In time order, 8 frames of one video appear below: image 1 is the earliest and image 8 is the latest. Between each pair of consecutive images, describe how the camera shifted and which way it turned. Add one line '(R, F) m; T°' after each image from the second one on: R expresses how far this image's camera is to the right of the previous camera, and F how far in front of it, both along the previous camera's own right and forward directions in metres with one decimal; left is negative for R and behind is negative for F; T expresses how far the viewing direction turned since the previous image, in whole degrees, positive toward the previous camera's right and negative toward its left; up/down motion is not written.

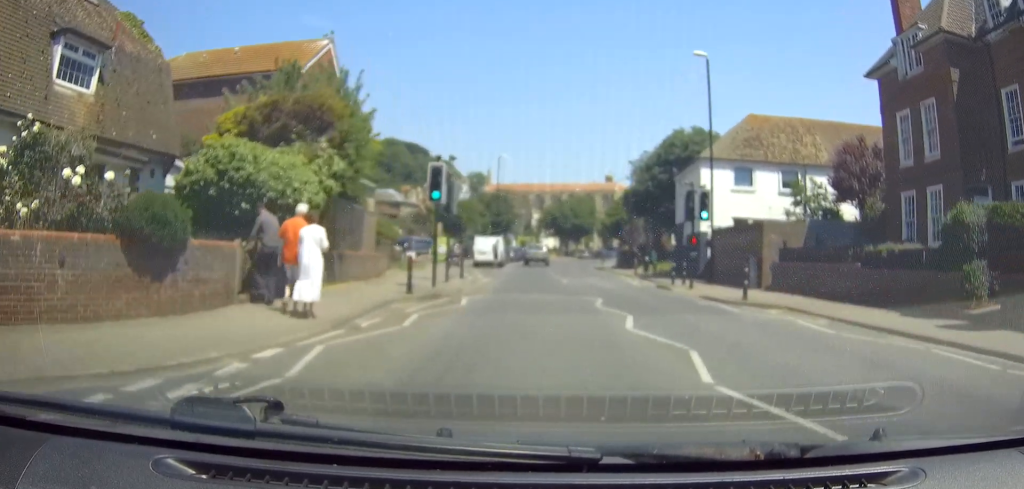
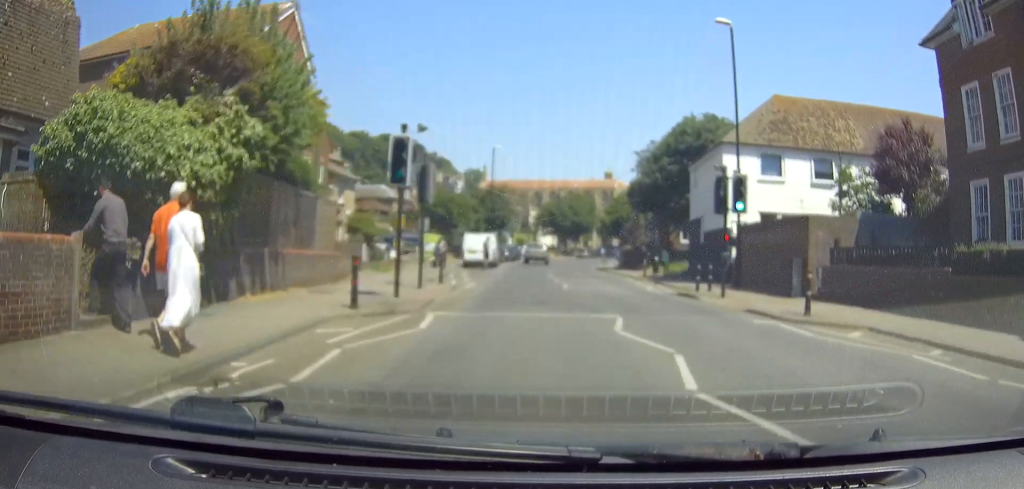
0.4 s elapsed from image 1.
(0.0, +4.7) m; 0°
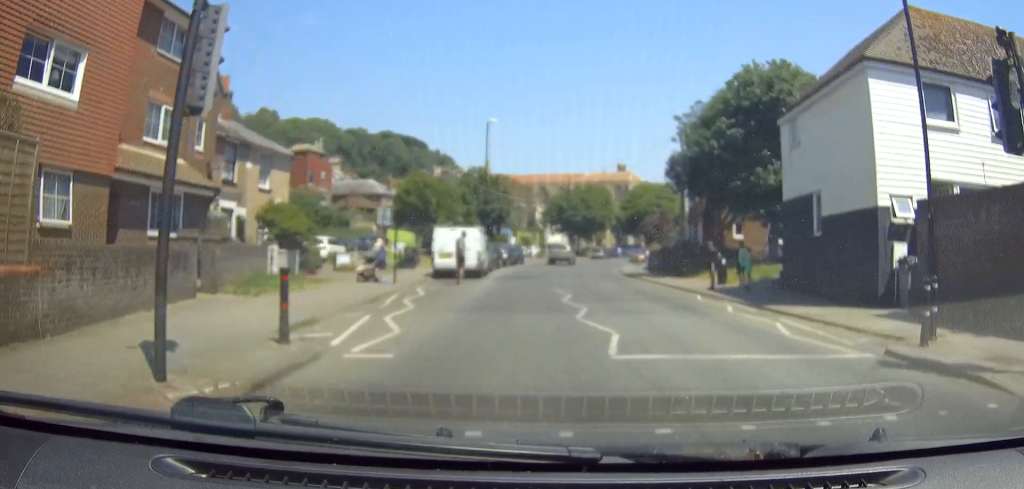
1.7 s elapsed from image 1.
(-0.1, +13.6) m; -1°
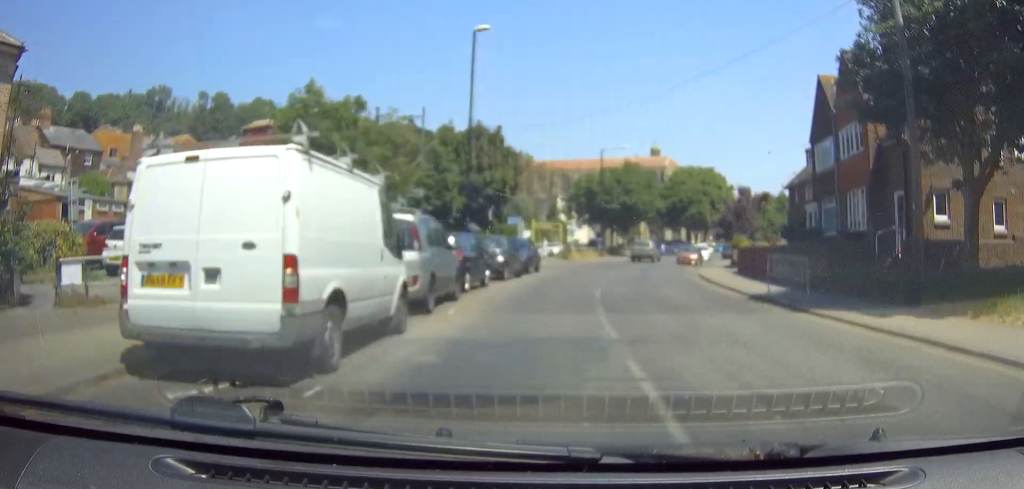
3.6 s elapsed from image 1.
(-0.3, +21.4) m; -1°
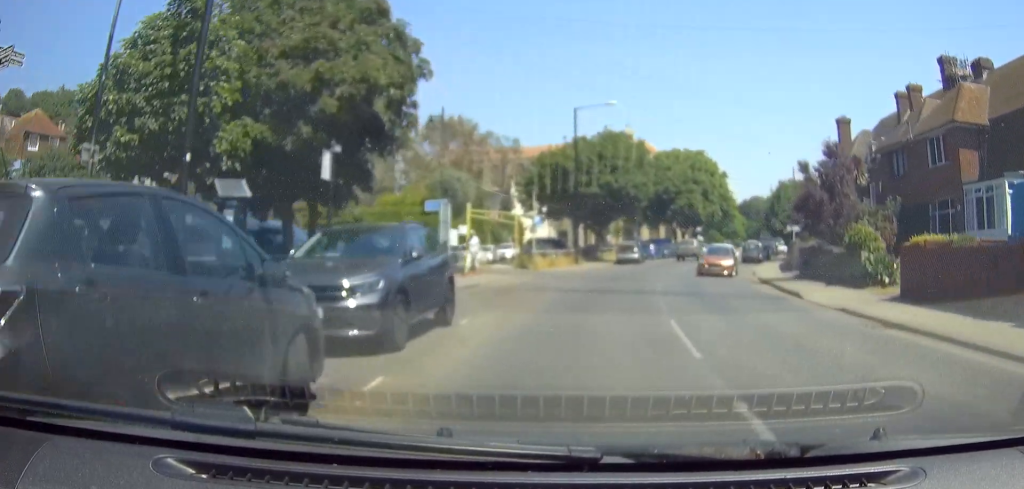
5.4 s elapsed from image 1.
(+0.7, +20.4) m; +6°
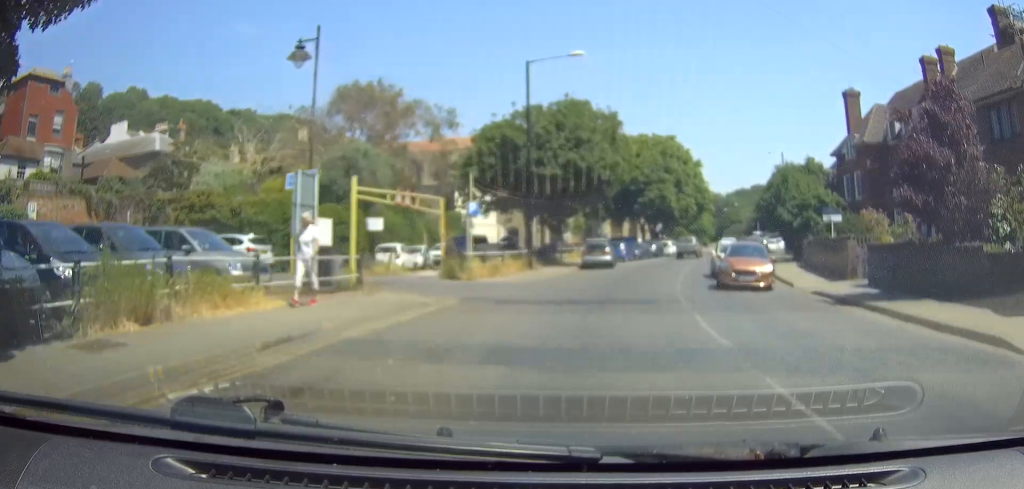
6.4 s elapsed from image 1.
(+0.3, +11.5) m; +4°
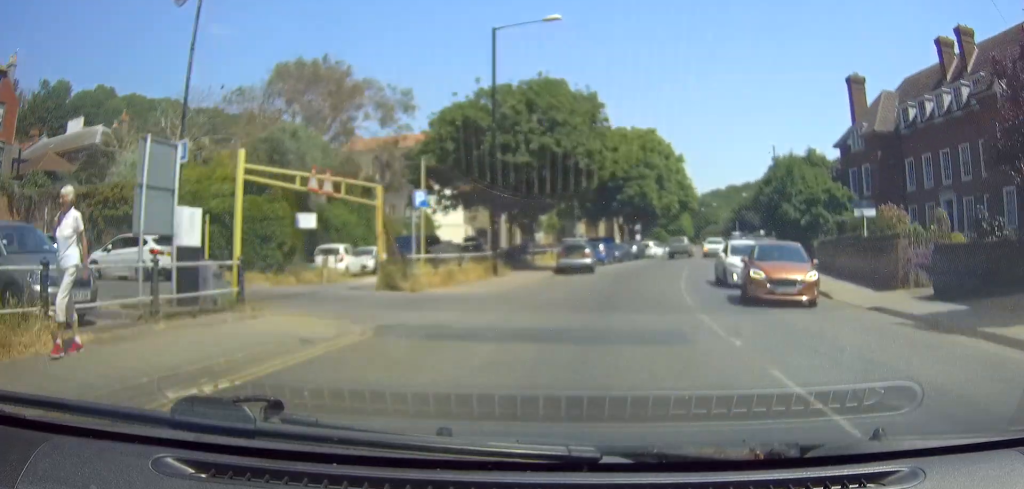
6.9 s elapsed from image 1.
(+0.2, +5.5) m; +2°
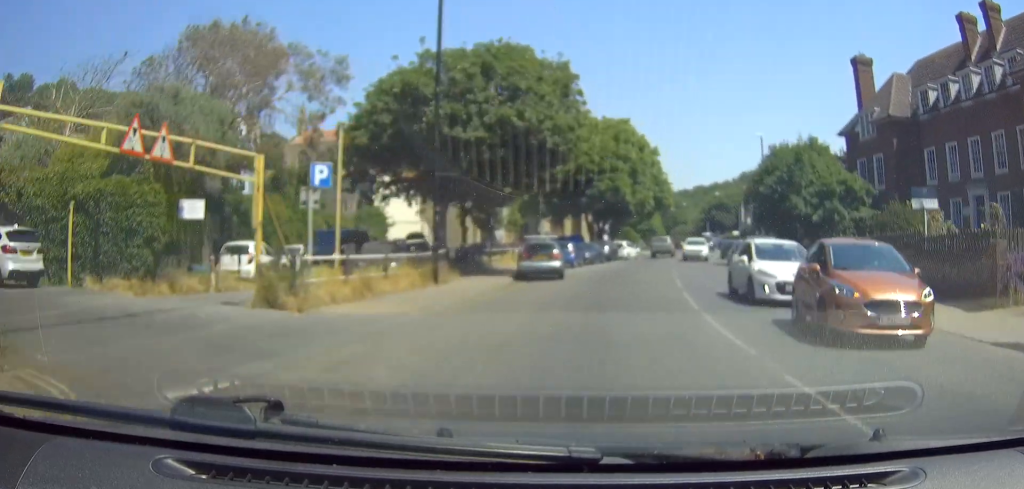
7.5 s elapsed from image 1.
(+0.1, +6.3) m; +2°
